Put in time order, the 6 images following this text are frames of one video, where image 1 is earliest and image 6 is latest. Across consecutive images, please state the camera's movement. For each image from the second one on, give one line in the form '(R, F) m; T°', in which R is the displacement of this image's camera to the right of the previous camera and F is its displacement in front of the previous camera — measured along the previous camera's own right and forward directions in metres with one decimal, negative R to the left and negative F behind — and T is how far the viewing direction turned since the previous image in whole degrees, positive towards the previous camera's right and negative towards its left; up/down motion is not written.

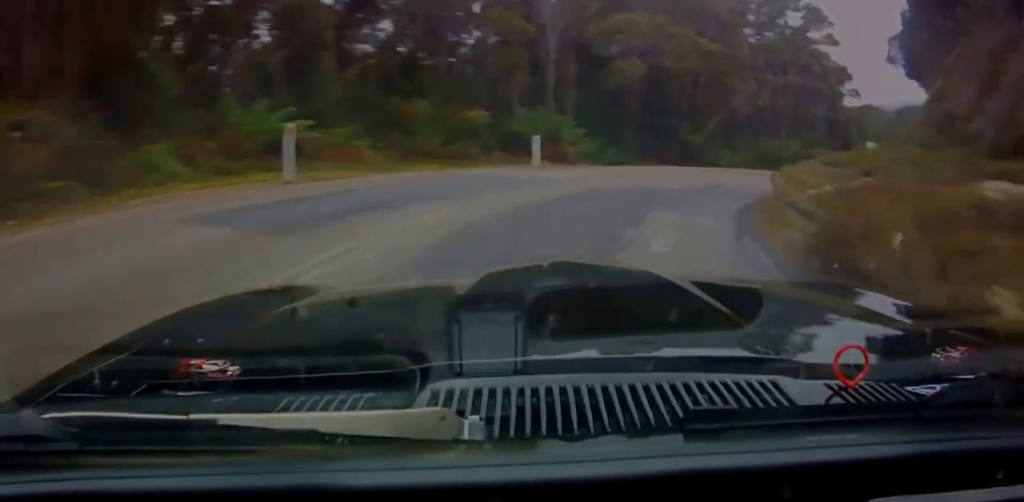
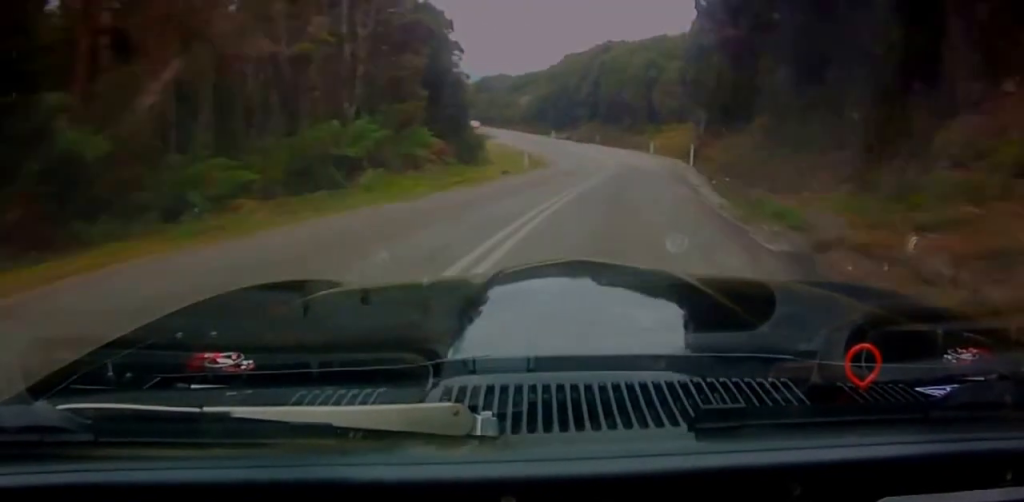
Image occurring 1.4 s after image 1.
(+13.2, +32.1) m; +31°
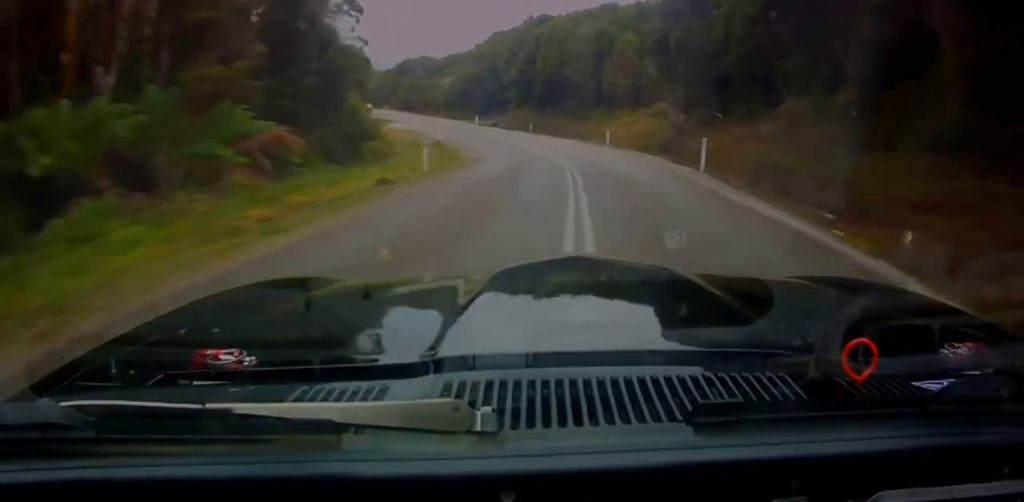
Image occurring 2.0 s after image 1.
(+1.2, +17.7) m; +3°
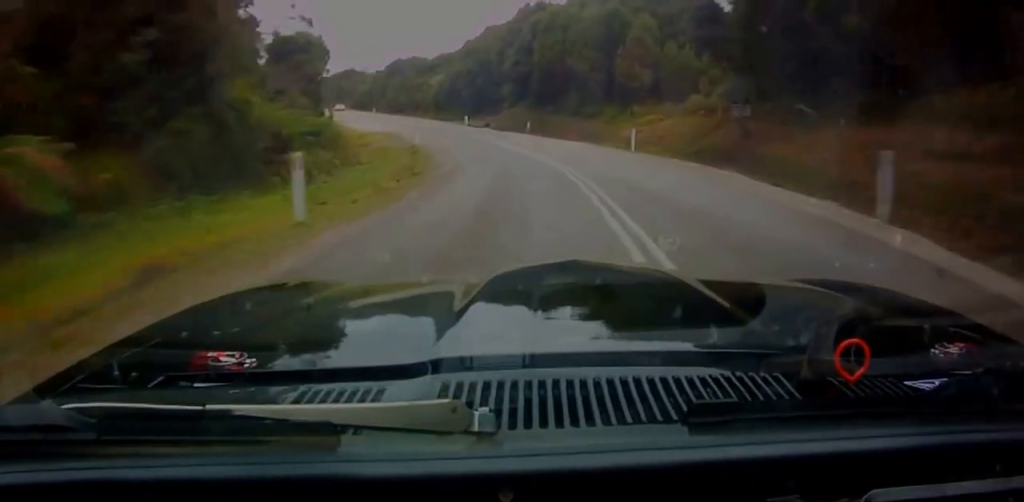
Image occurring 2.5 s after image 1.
(+0.3, +13.8) m; 0°
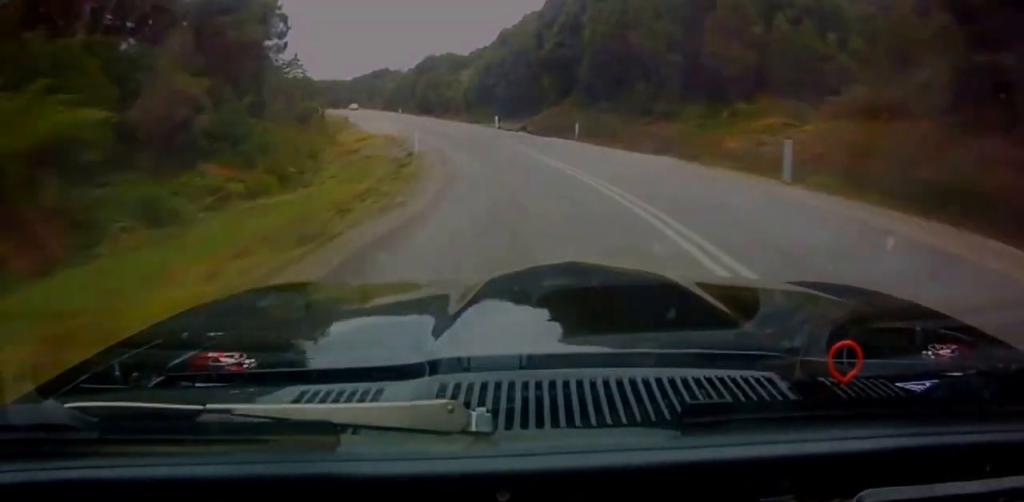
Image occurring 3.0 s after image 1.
(+0.2, +18.7) m; -2°
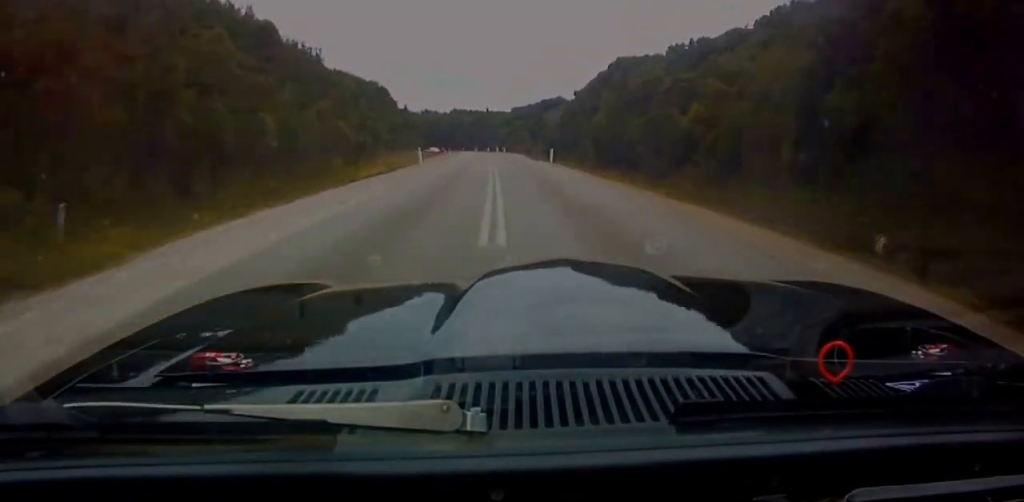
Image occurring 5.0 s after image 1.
(-11.0, +75.2) m; -17°
